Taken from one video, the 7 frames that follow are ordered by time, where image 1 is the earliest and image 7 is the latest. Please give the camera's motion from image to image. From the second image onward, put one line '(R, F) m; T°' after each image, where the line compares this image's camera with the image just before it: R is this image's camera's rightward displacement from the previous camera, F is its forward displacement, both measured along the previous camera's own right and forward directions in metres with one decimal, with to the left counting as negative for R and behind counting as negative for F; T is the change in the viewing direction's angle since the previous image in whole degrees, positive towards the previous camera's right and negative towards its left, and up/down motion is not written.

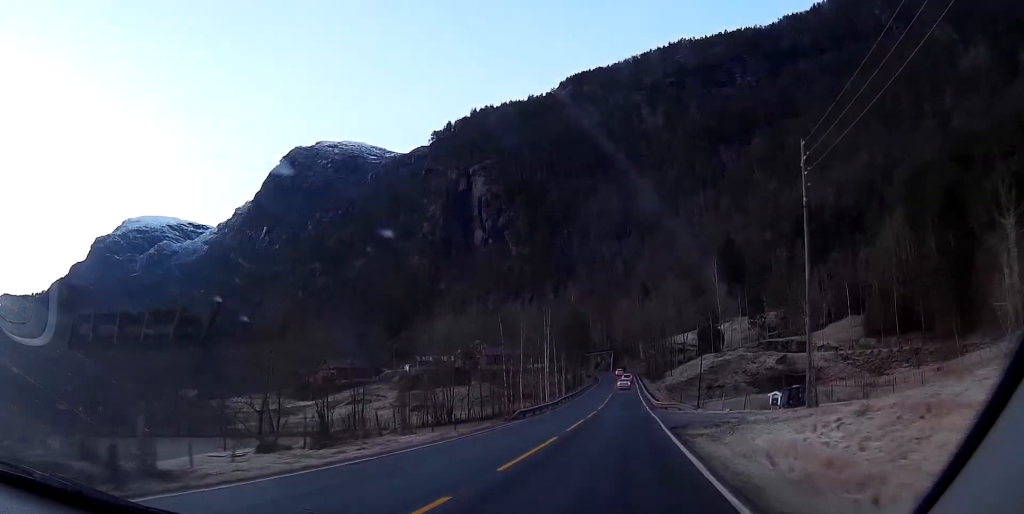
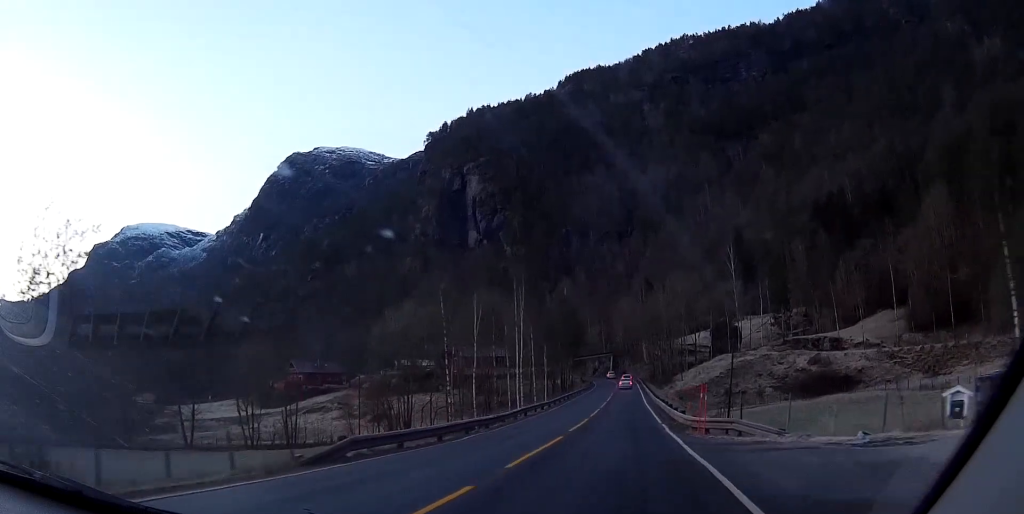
(-0.3, +22.7) m; -1°
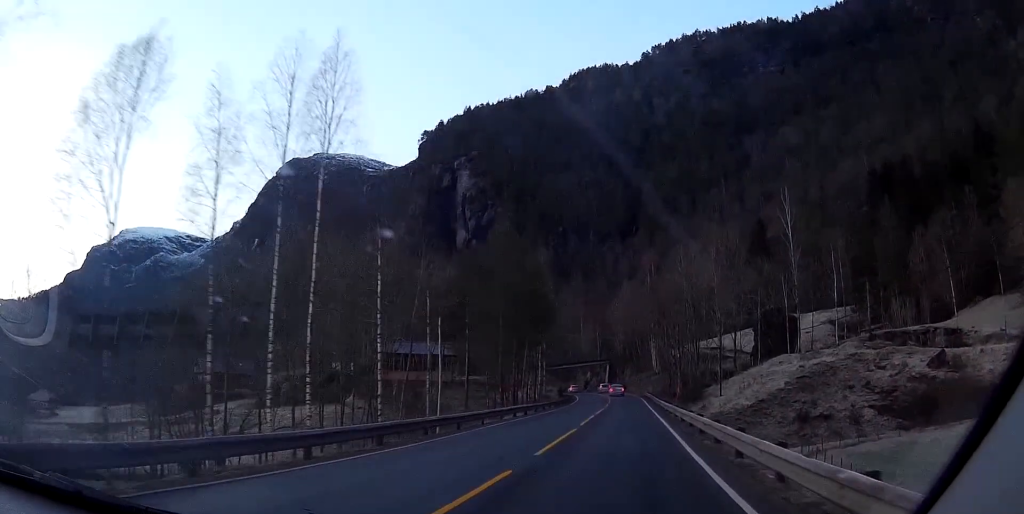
(+0.2, +44.9) m; +1°
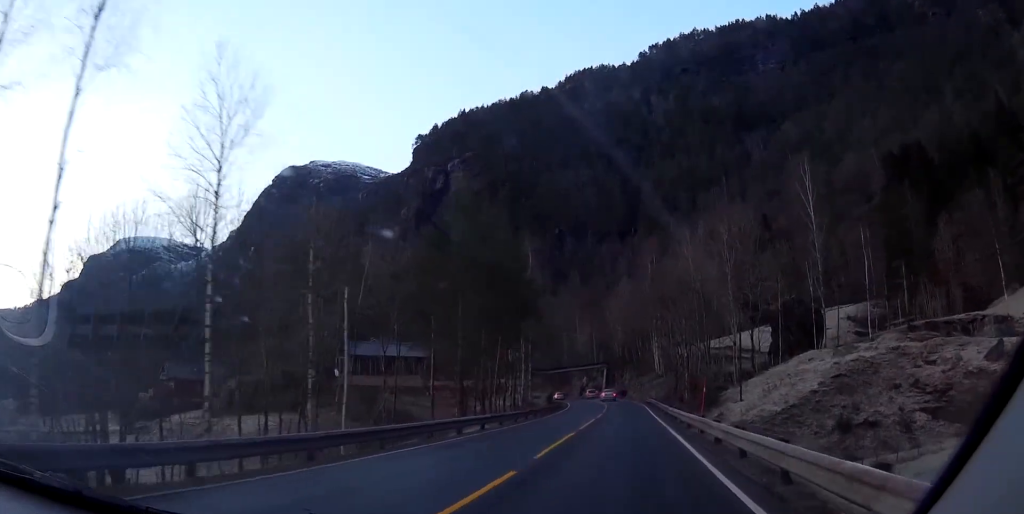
(+0.1, +12.1) m; 0°
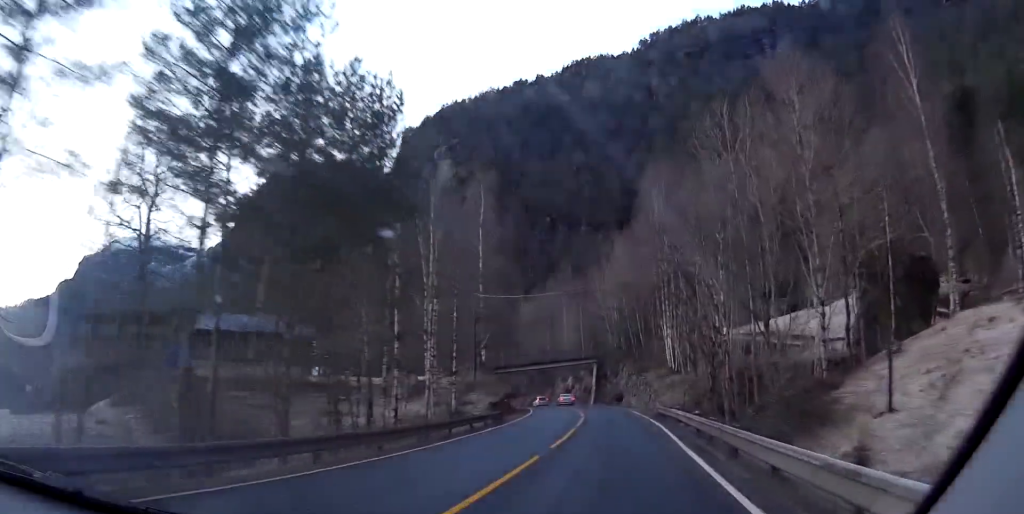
(0.0, +31.7) m; 0°
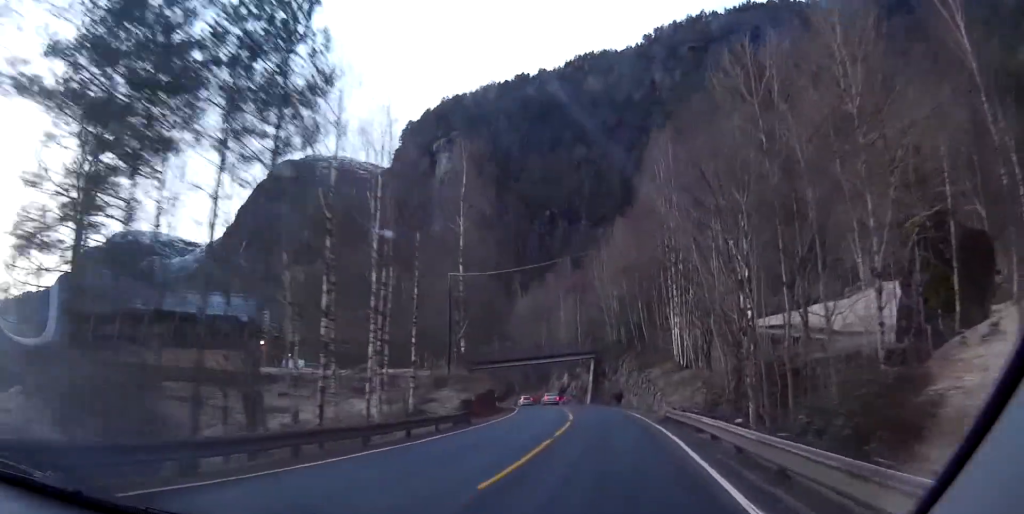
(+0.1, +8.5) m; 0°
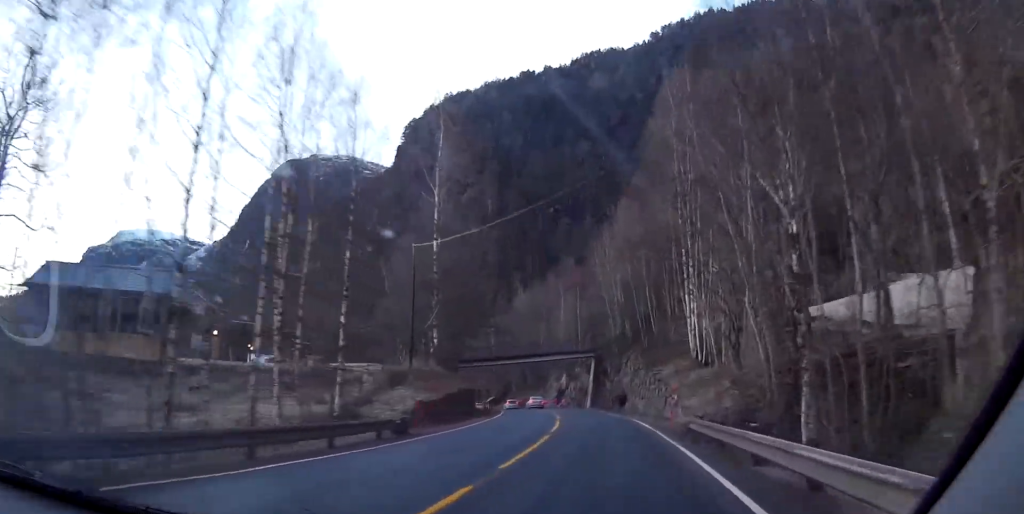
(0.0, +9.5) m; 0°
